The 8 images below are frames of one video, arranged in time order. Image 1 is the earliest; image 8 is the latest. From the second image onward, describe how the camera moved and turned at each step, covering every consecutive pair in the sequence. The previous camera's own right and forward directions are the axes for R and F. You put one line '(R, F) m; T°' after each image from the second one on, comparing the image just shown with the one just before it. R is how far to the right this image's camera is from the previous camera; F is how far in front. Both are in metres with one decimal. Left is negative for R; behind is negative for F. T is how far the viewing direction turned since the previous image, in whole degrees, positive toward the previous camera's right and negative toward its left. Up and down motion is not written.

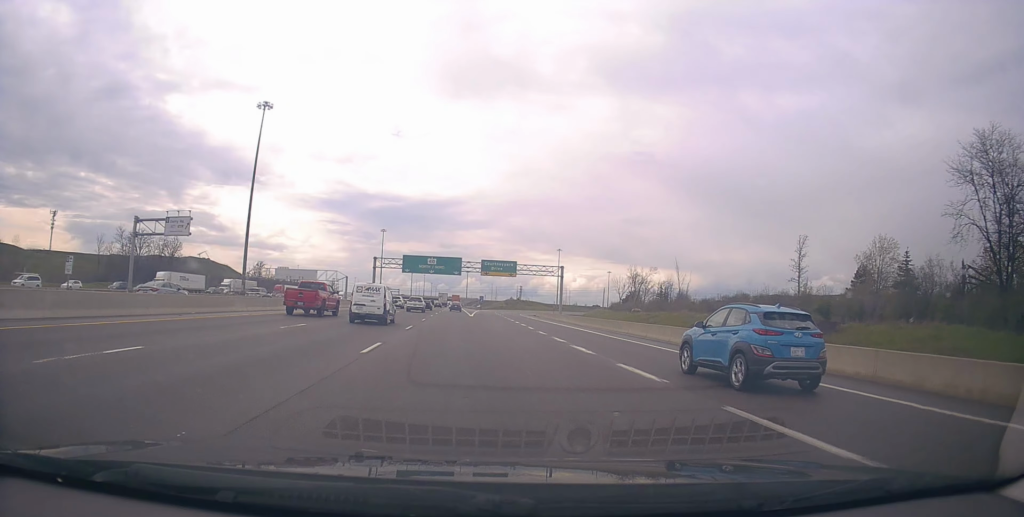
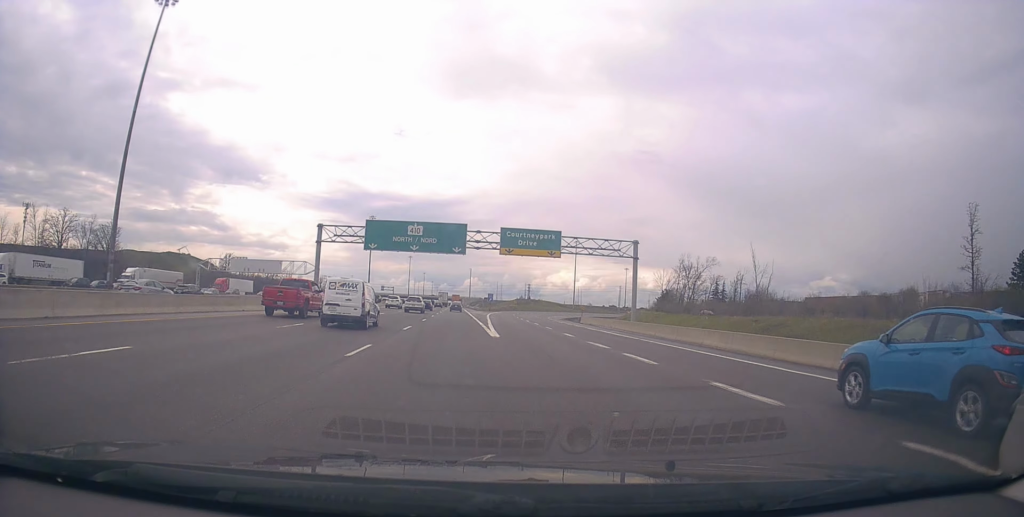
(-0.3, +36.8) m; +1°
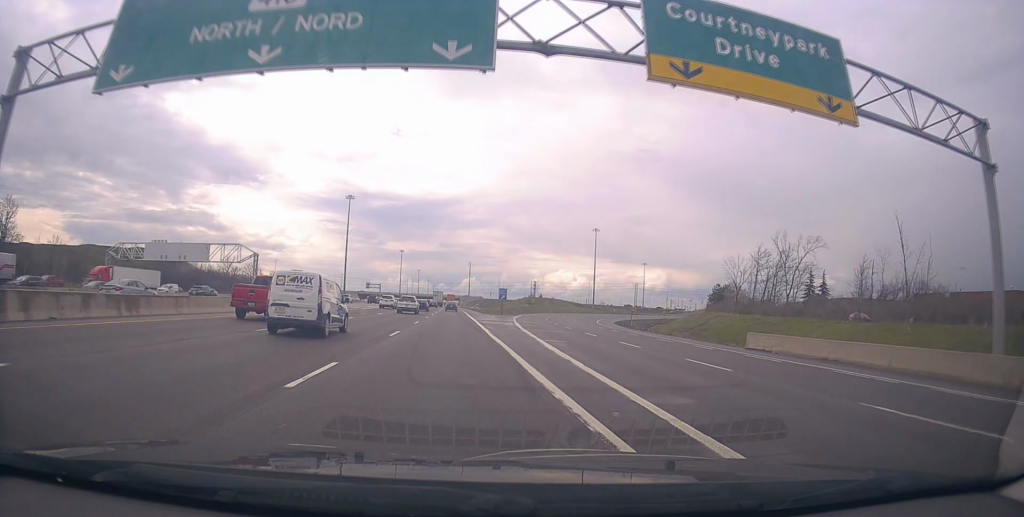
(+0.7, +39.8) m; 0°
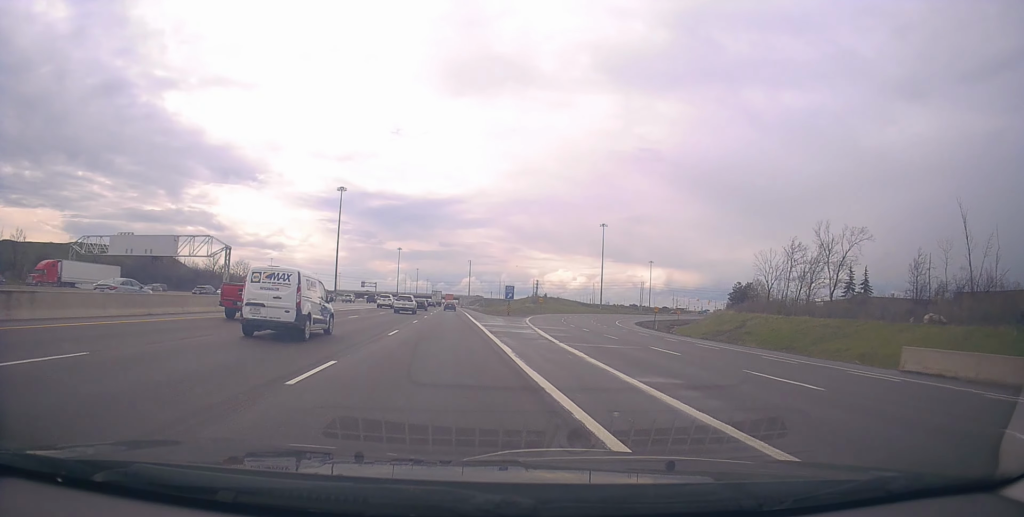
(-0.4, +12.1) m; -1°
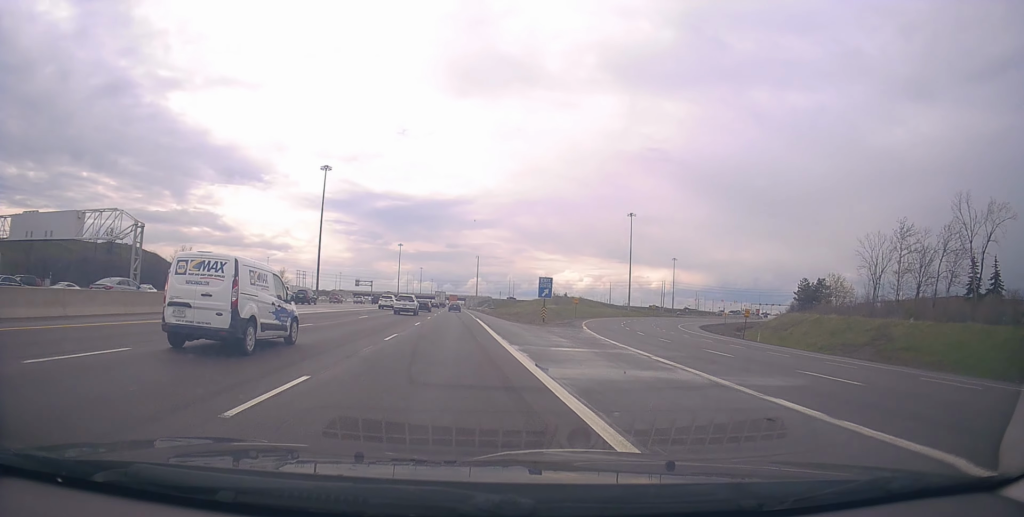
(-0.1, +25.8) m; 0°
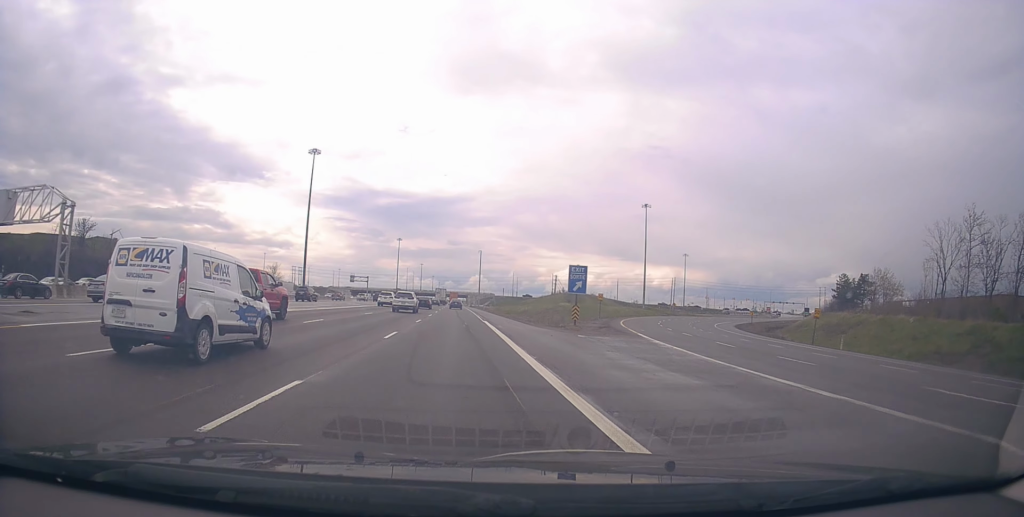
(+0.1, +12.7) m; 0°
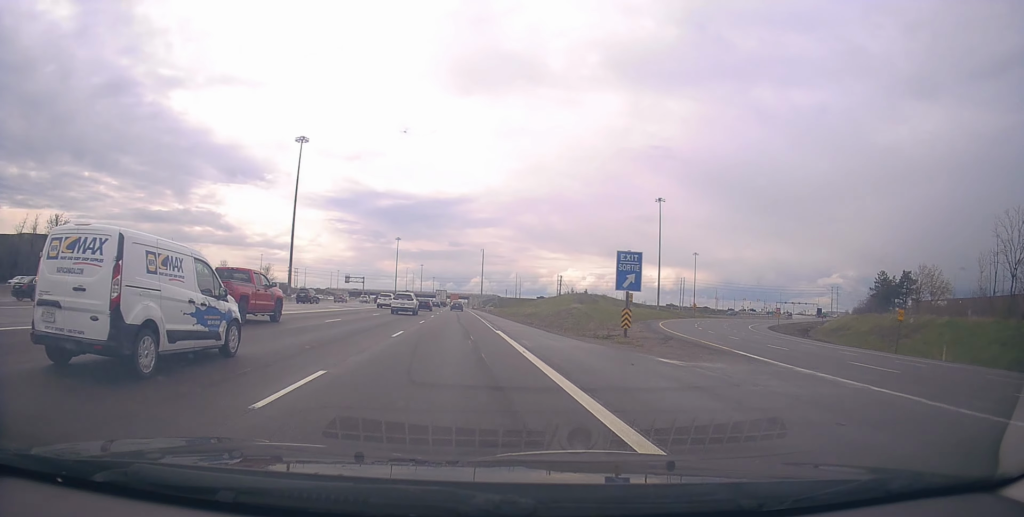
(0.0, +10.8) m; 0°
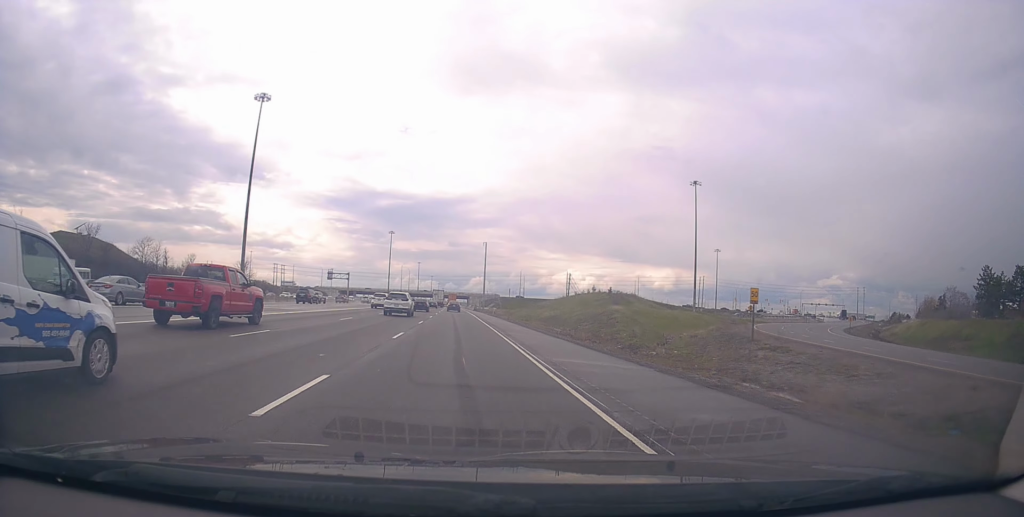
(-0.1, +24.3) m; -1°
